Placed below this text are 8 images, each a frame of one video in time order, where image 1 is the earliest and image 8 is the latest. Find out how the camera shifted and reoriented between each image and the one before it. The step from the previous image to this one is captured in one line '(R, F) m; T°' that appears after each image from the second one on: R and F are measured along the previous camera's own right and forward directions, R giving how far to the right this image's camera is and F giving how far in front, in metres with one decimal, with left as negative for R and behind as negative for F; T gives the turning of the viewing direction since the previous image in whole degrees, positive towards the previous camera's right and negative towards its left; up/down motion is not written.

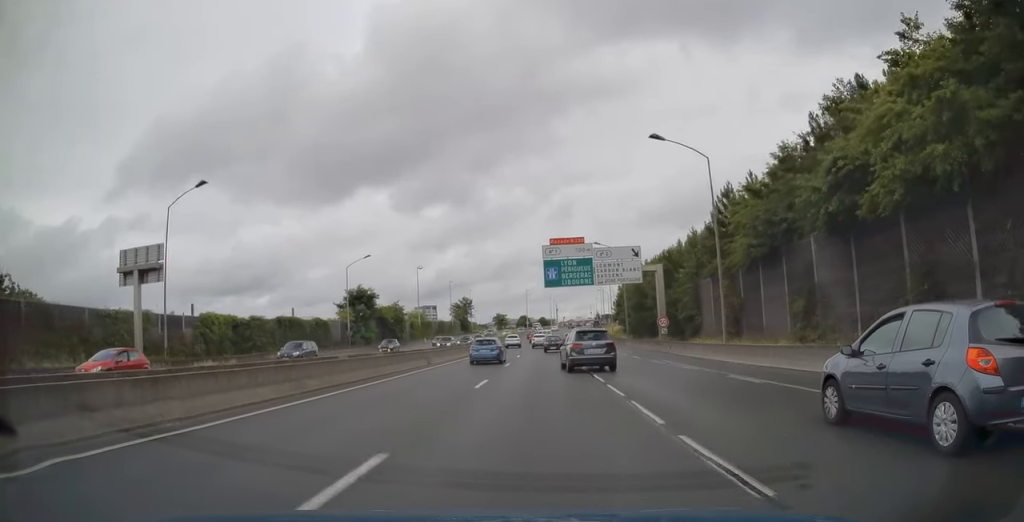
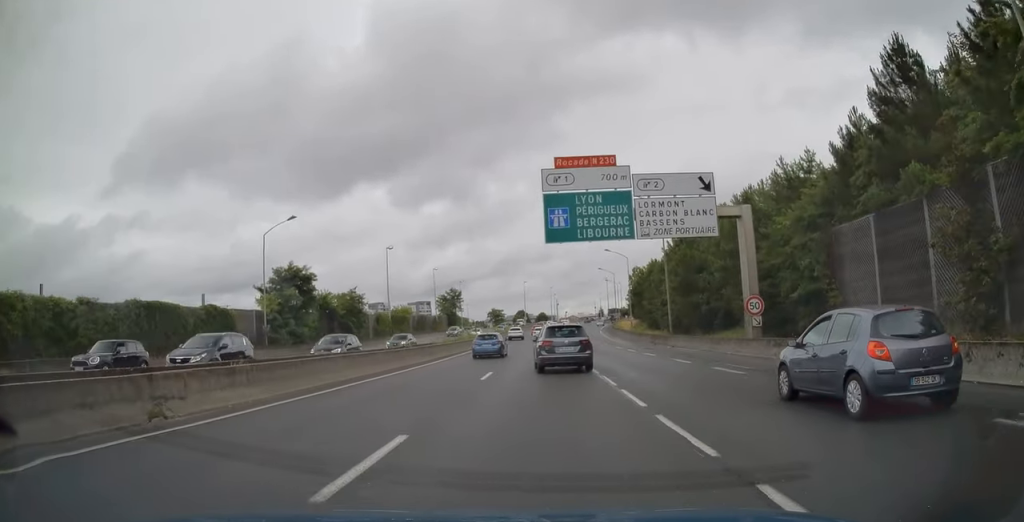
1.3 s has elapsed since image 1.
(-0.2, +25.4) m; -1°
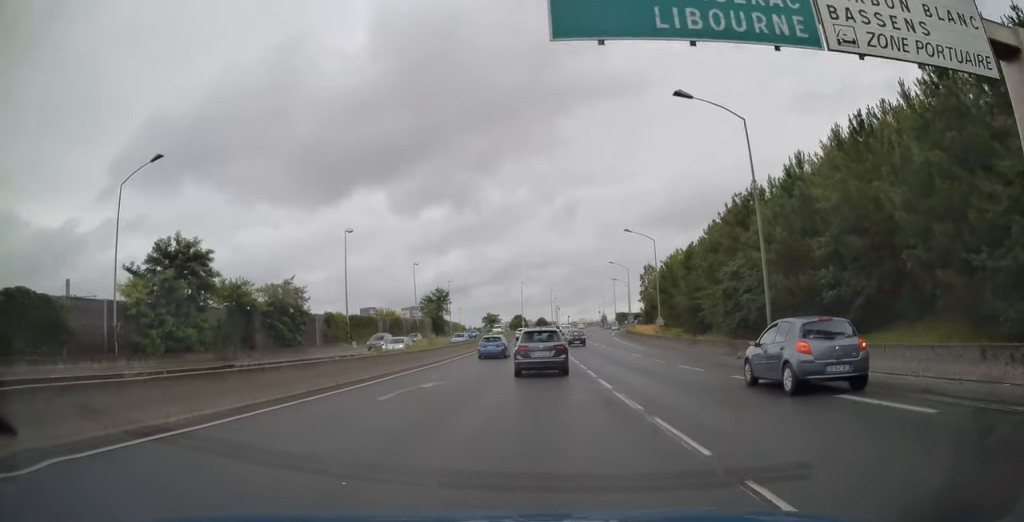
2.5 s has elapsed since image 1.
(0.0, +22.9) m; +1°
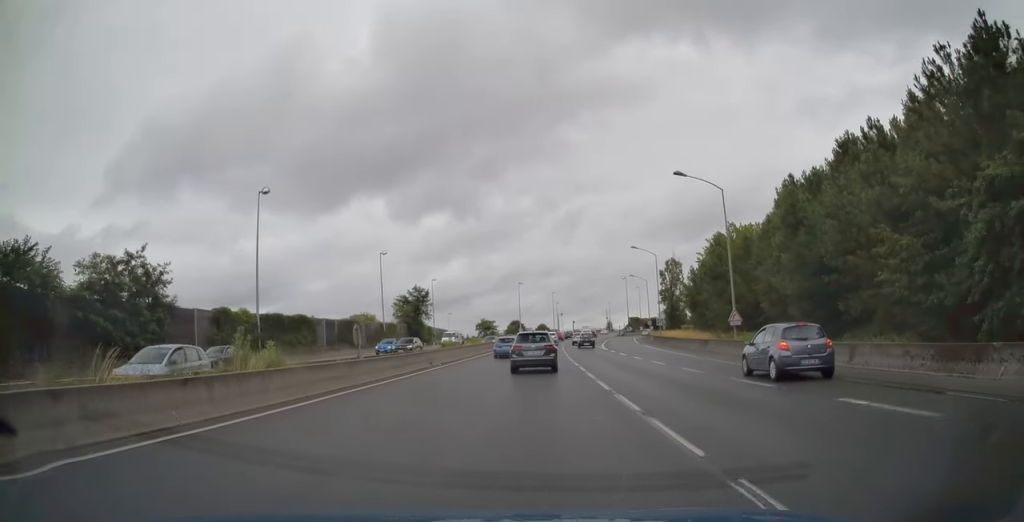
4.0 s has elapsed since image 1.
(+0.3, +26.7) m; +1°
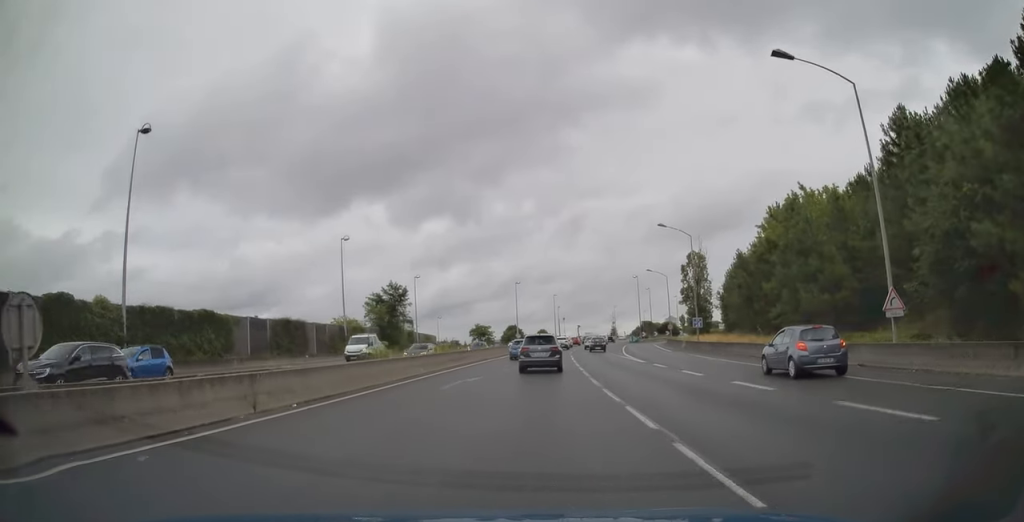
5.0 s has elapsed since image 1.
(-0.2, +19.1) m; -1°
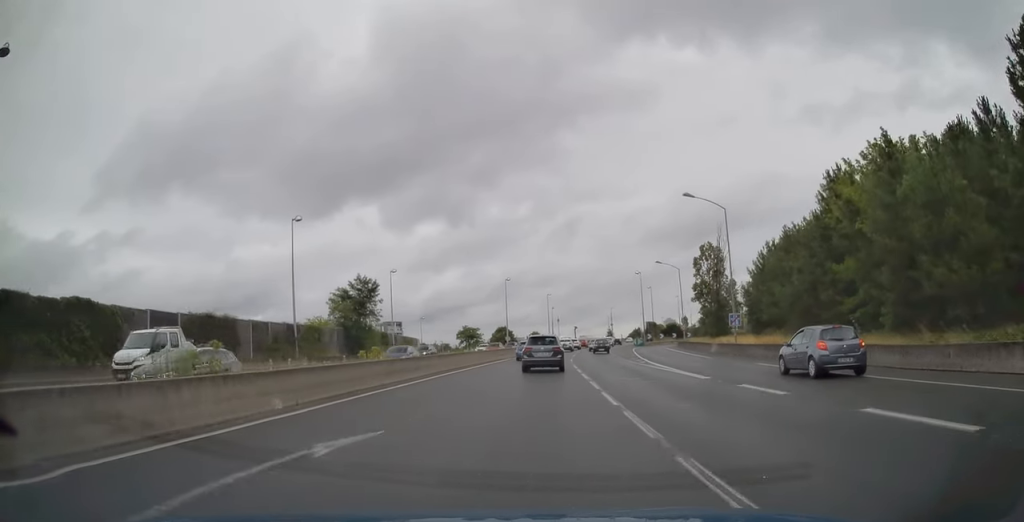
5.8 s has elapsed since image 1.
(-0.1, +13.5) m; 0°
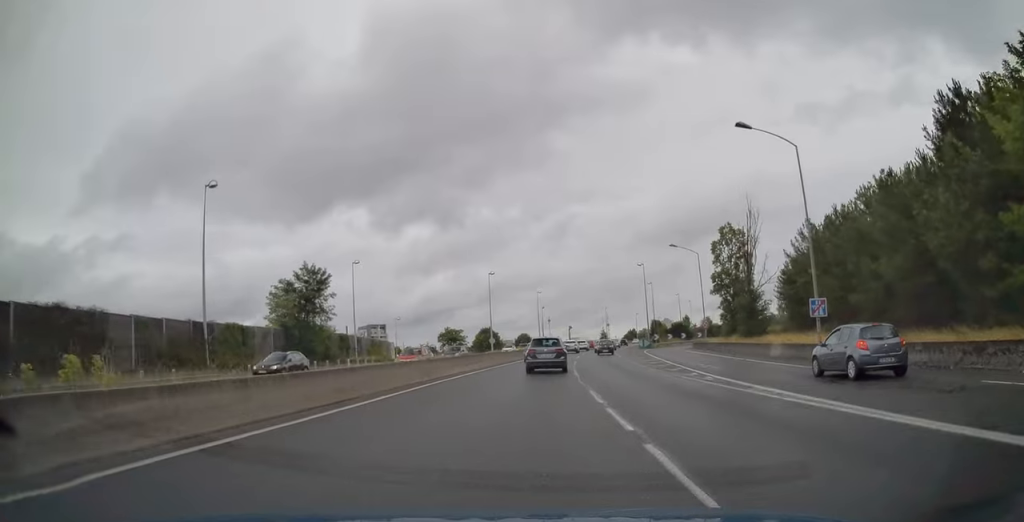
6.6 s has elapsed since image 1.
(+0.1, +15.2) m; +1°
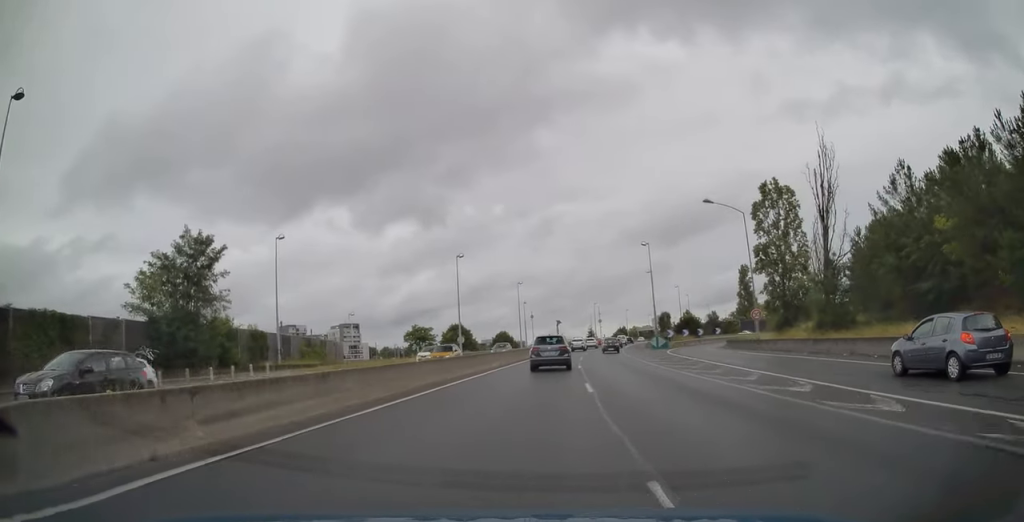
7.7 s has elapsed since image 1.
(+0.2, +21.0) m; +1°
